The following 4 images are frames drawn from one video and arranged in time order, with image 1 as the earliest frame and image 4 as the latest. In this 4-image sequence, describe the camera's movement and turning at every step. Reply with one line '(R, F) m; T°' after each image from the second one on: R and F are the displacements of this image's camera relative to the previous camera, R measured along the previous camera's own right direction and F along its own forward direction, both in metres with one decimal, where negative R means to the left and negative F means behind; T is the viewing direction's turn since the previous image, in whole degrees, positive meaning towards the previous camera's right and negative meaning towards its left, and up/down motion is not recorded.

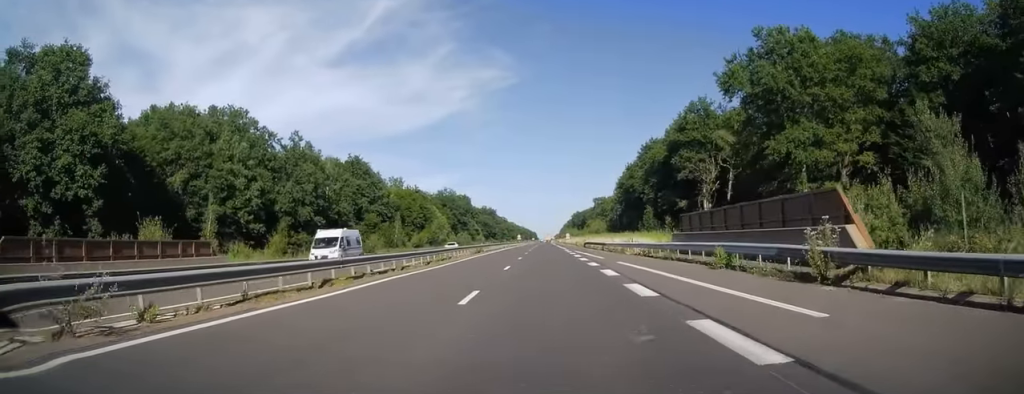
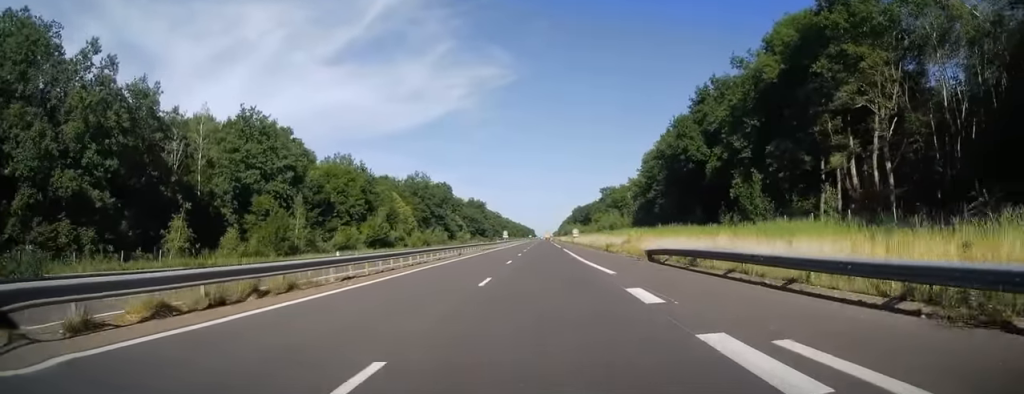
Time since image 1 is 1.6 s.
(+0.4, +47.5) m; +1°
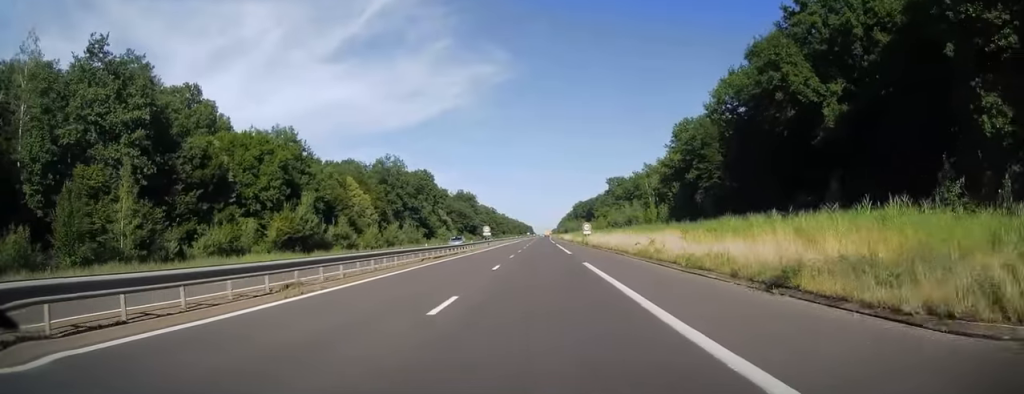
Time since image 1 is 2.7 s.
(0.0, +32.5) m; 0°
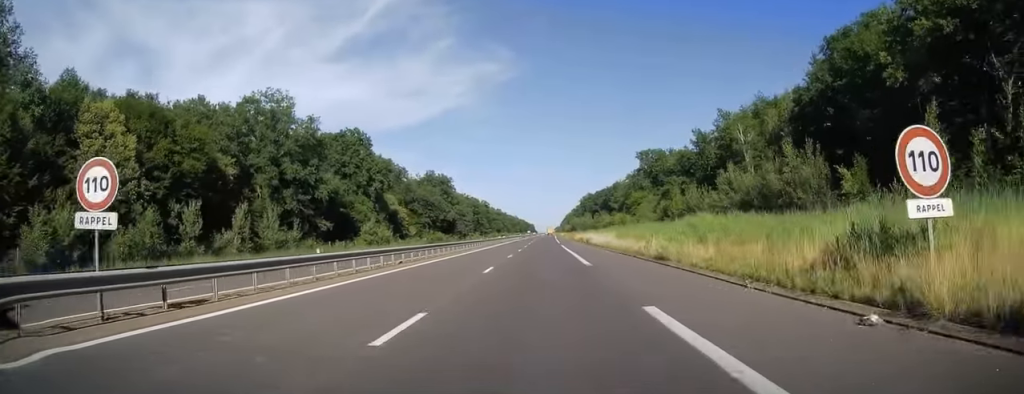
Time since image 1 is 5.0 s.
(0.0, +68.4) m; 0°
